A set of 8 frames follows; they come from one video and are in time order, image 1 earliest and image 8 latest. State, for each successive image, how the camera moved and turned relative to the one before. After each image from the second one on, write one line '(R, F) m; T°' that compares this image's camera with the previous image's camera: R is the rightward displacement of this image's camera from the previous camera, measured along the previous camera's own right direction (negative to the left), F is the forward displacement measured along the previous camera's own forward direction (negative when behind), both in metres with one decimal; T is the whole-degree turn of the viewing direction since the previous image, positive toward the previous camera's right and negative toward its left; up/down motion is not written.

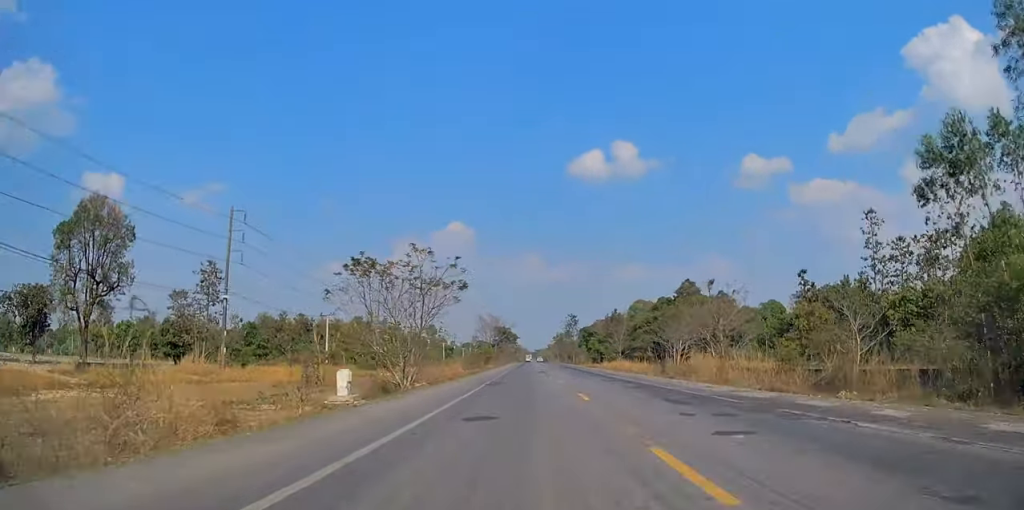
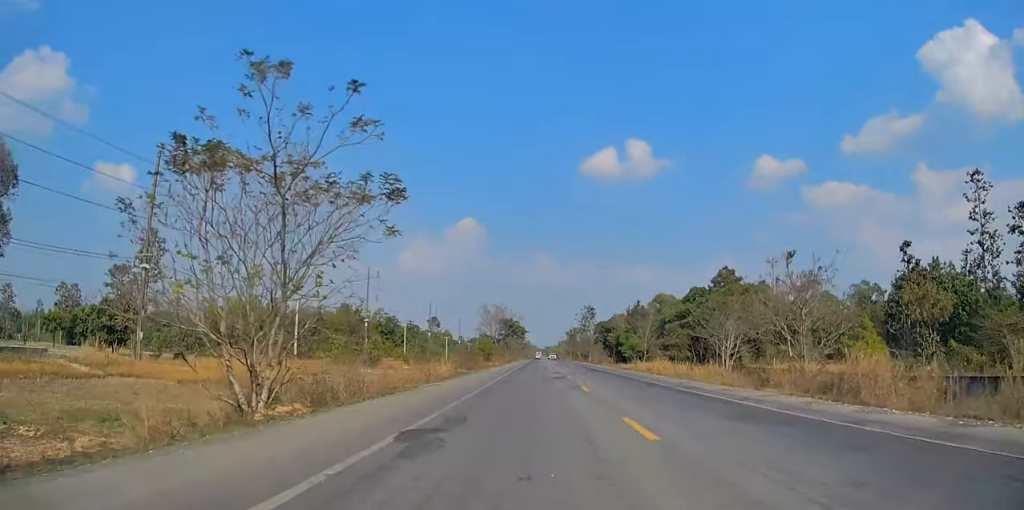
(+0.1, +19.7) m; +1°
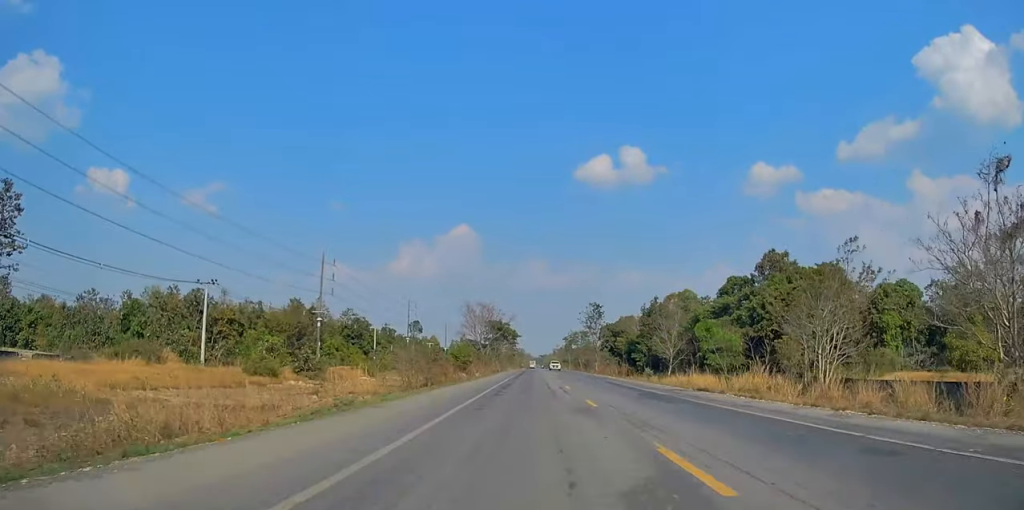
(-0.1, +28.0) m; -1°
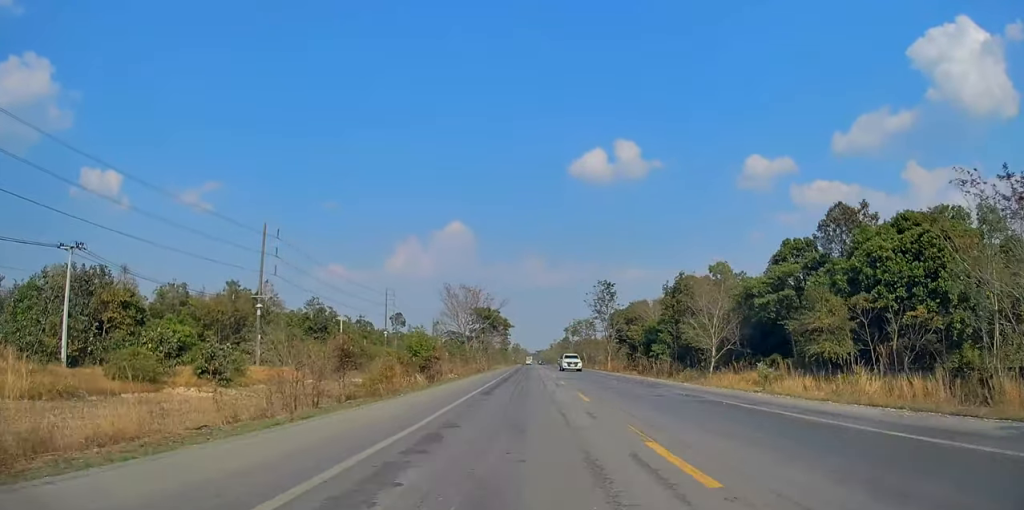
(-0.3, +24.2) m; 0°
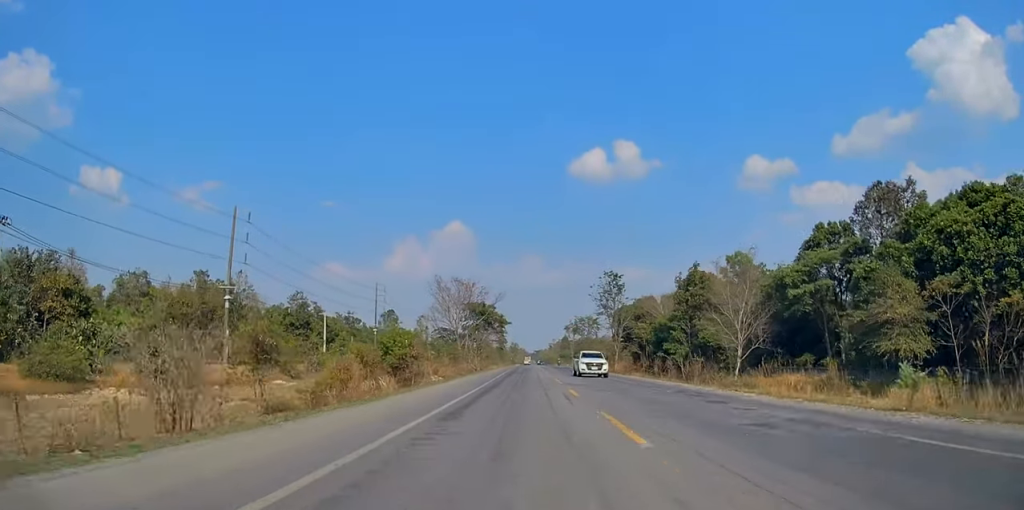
(0.0, +9.1) m; 0°
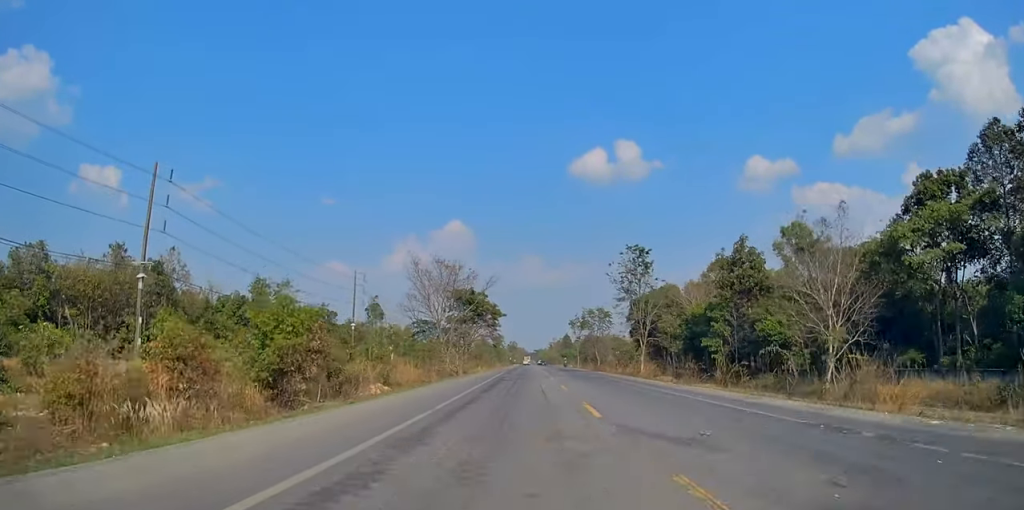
(+0.3, +20.0) m; +1°
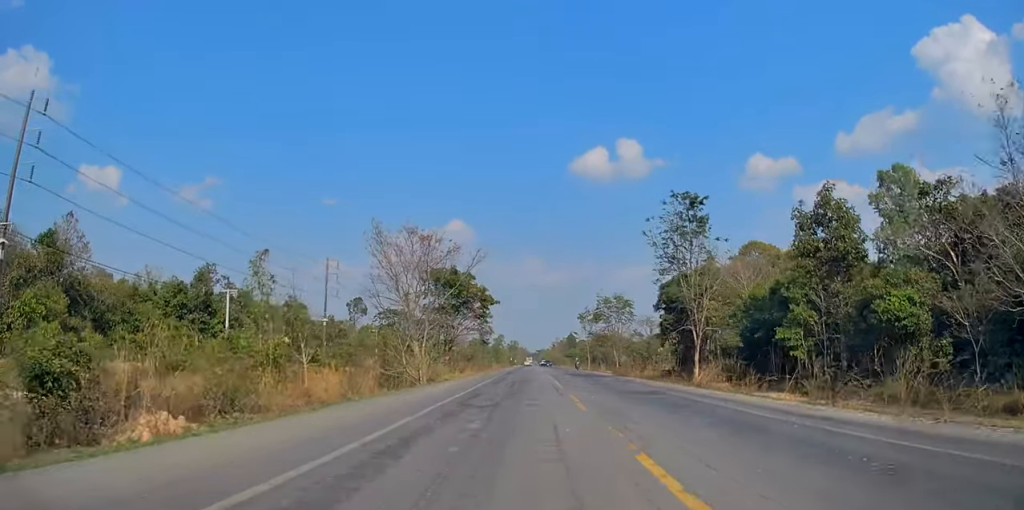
(0.0, +20.0) m; -1°
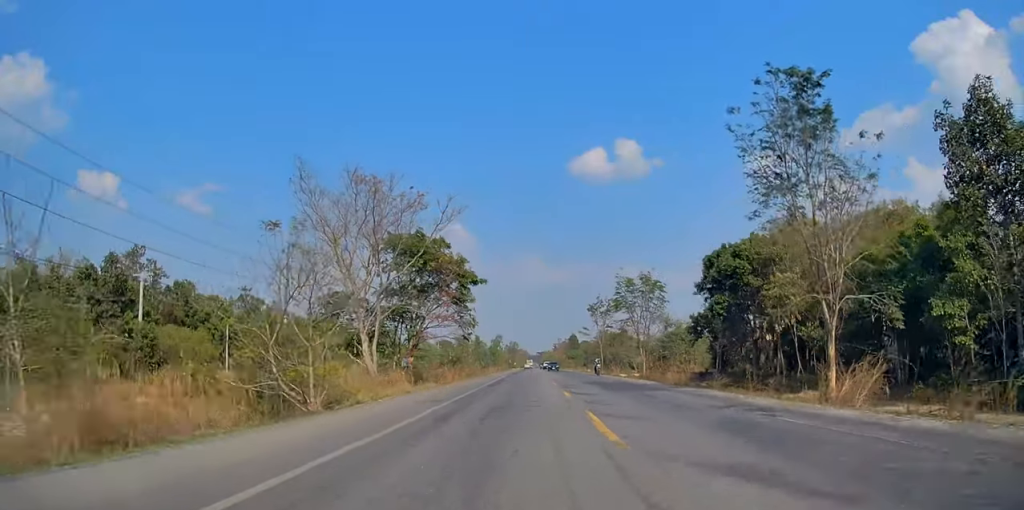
(-0.2, +19.7) m; +1°
